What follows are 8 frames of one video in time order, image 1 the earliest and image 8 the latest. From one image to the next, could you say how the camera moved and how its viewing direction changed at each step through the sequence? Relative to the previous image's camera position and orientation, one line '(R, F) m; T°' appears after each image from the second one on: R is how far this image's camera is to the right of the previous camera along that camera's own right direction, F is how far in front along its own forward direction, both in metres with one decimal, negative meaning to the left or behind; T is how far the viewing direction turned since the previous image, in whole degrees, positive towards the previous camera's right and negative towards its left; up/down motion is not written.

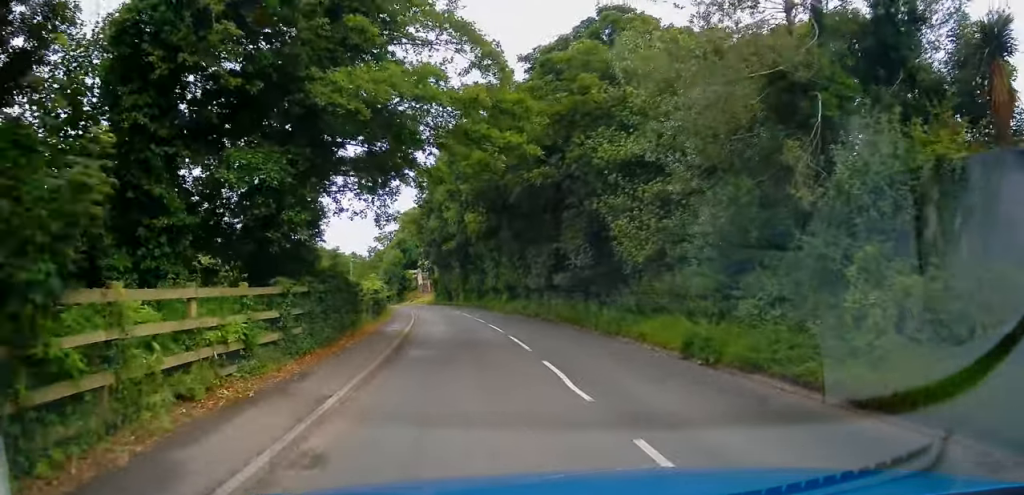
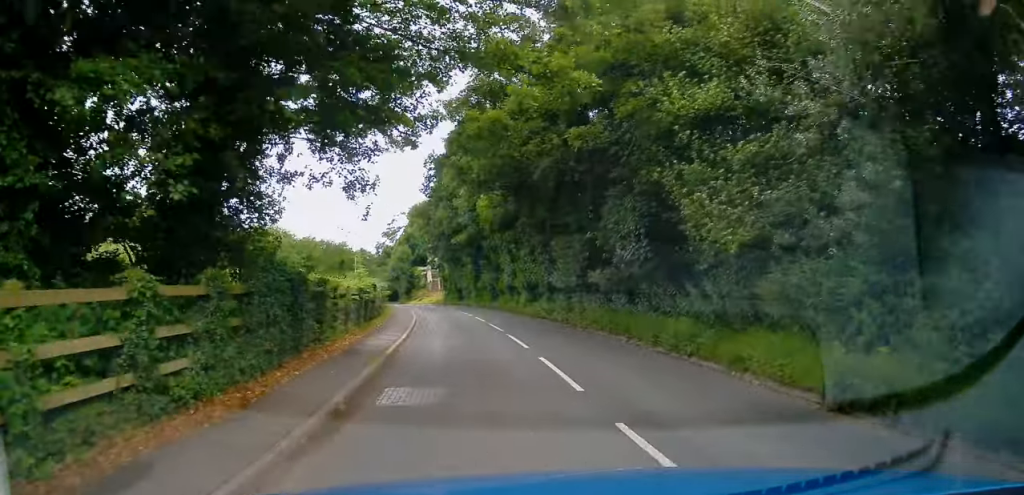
(-0.1, +5.2) m; -2°
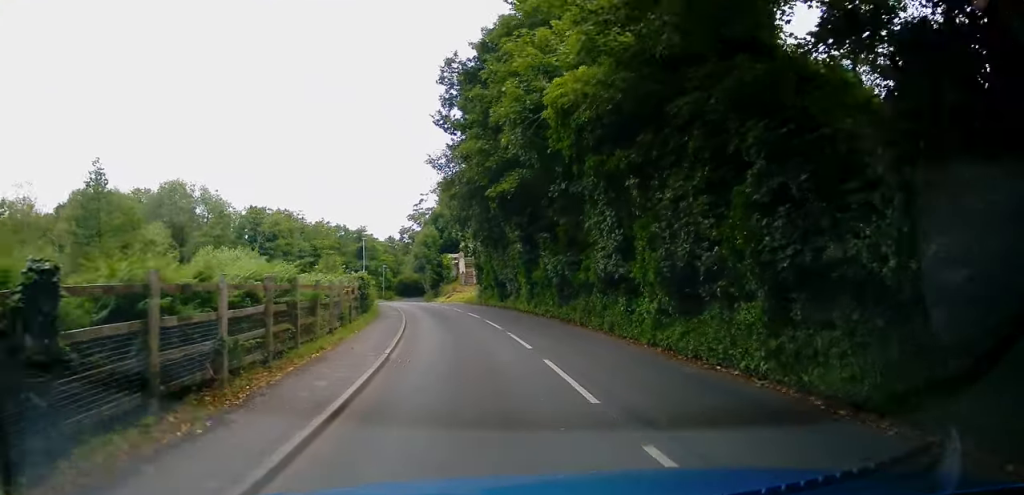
(-1.1, +18.4) m; -5°
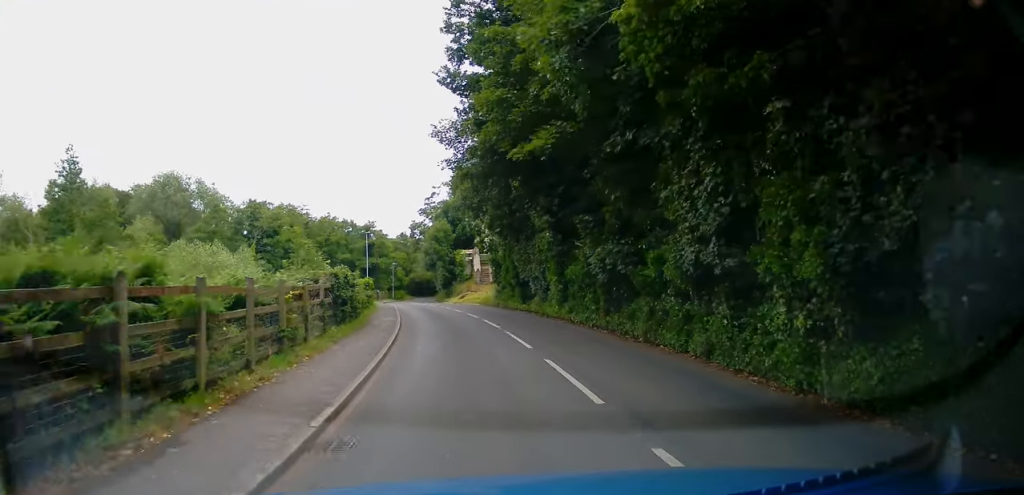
(0.0, +5.7) m; 0°
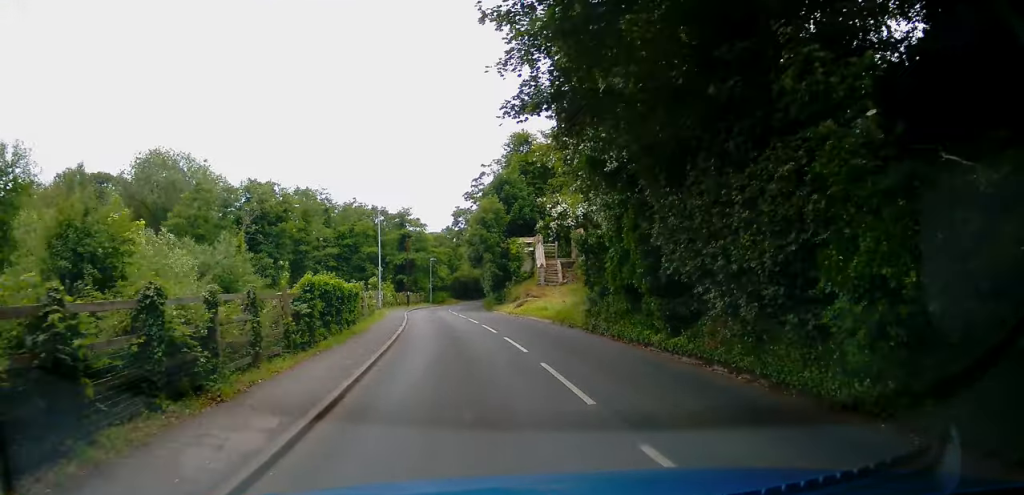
(-0.1, +16.6) m; -4°
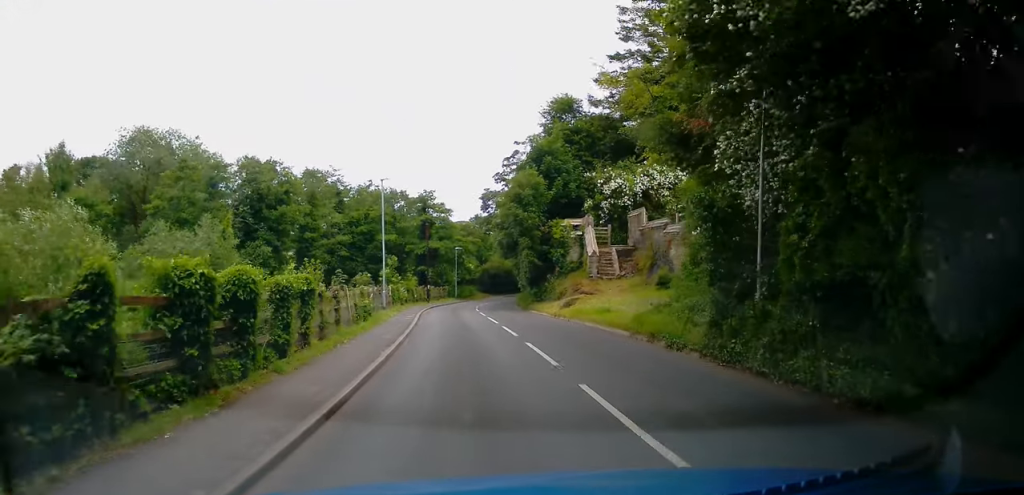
(-0.3, +8.5) m; -5°
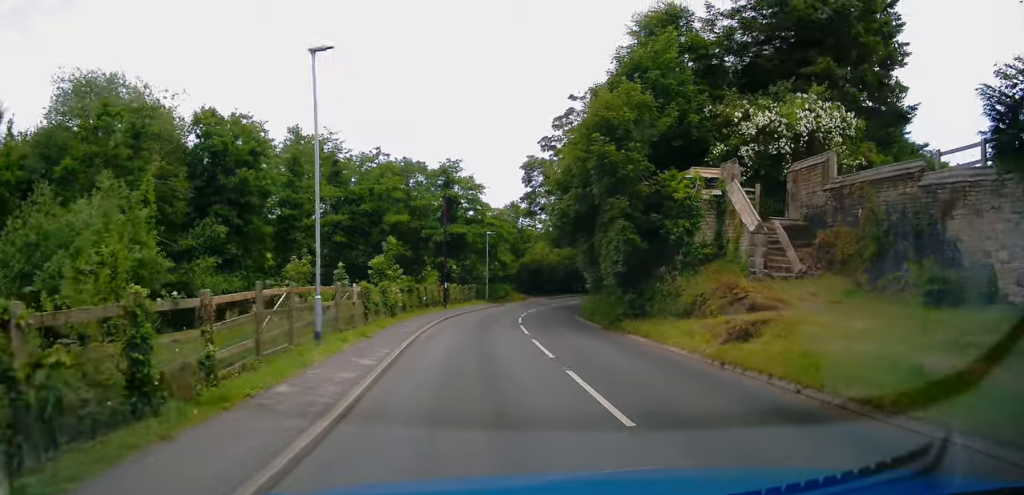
(-1.1, +15.8) m; -3°
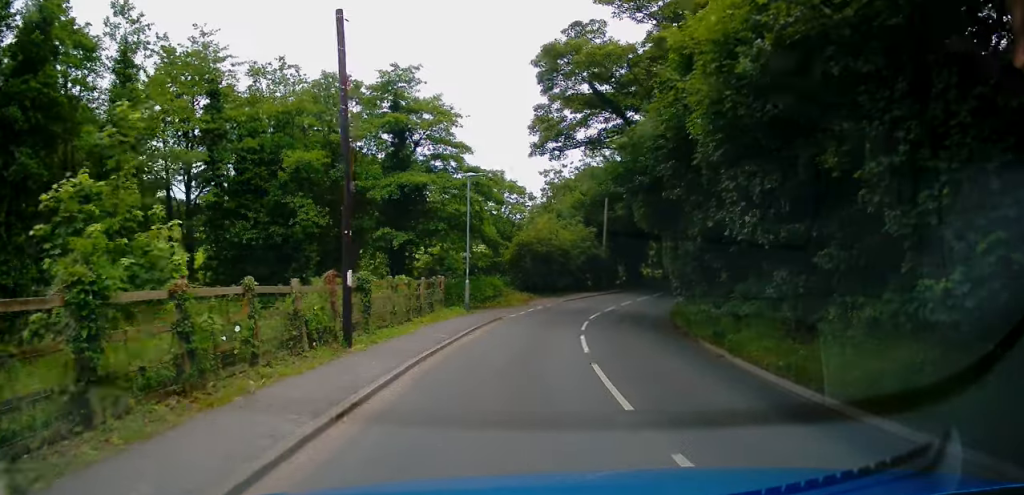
(+0.8, +21.8) m; +4°
